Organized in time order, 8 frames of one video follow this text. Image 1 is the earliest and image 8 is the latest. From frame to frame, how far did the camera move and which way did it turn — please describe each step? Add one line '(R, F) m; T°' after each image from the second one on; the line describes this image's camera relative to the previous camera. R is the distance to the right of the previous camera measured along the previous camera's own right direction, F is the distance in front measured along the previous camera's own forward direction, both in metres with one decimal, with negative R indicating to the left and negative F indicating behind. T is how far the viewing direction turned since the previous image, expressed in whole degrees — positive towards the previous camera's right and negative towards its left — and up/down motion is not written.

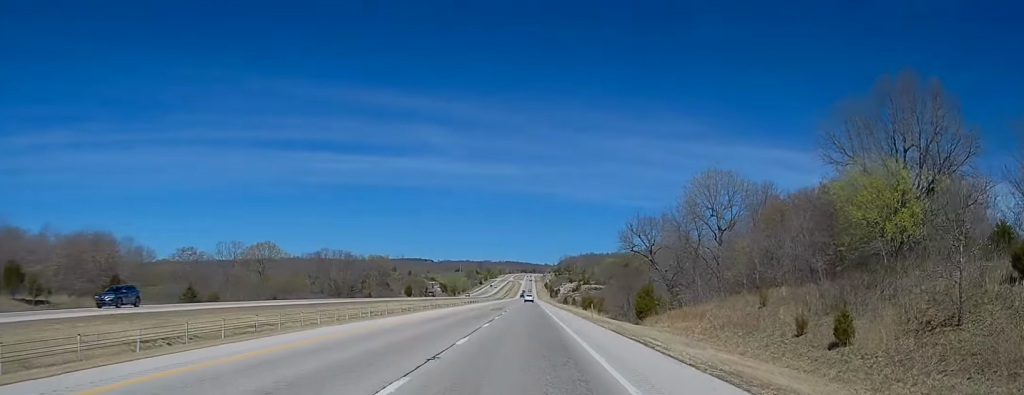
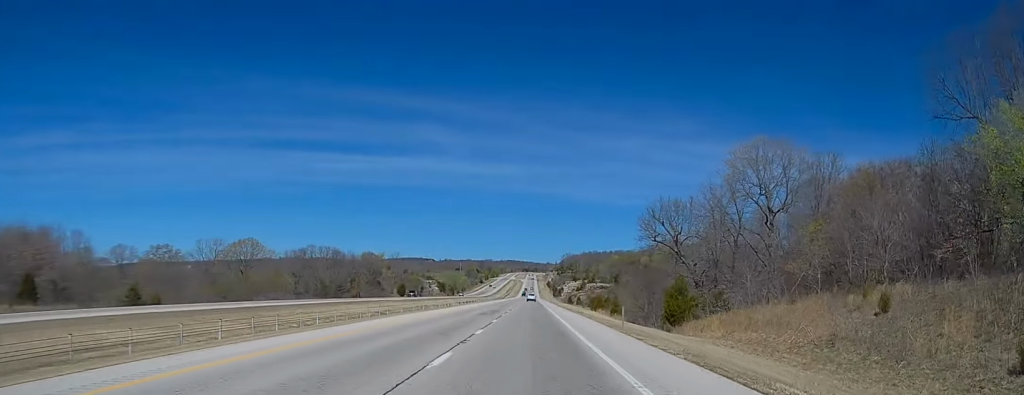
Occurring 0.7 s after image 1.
(-0.1, +18.9) m; -1°
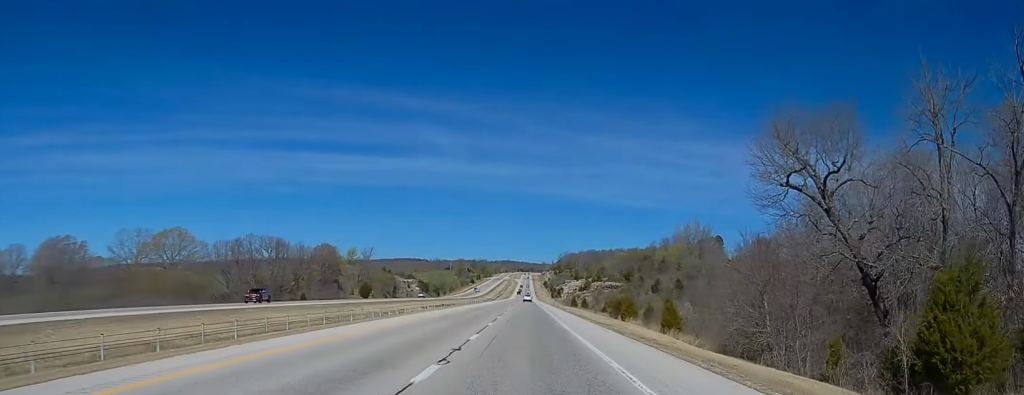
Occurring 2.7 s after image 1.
(-0.9, +51.1) m; -1°
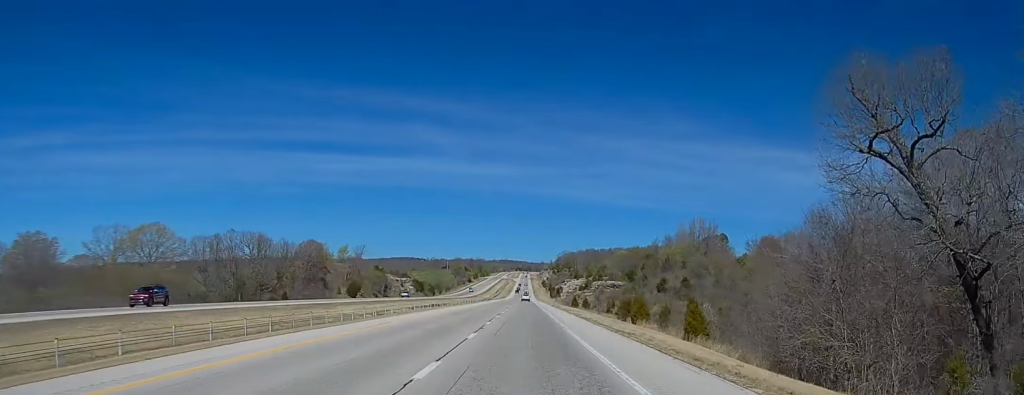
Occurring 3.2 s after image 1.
(0.0, +12.0) m; 0°
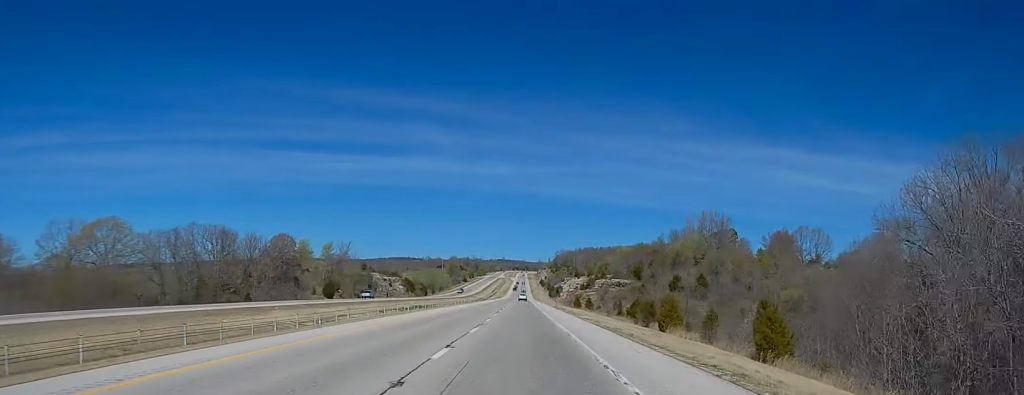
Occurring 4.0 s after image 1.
(0.0, +20.6) m; 0°
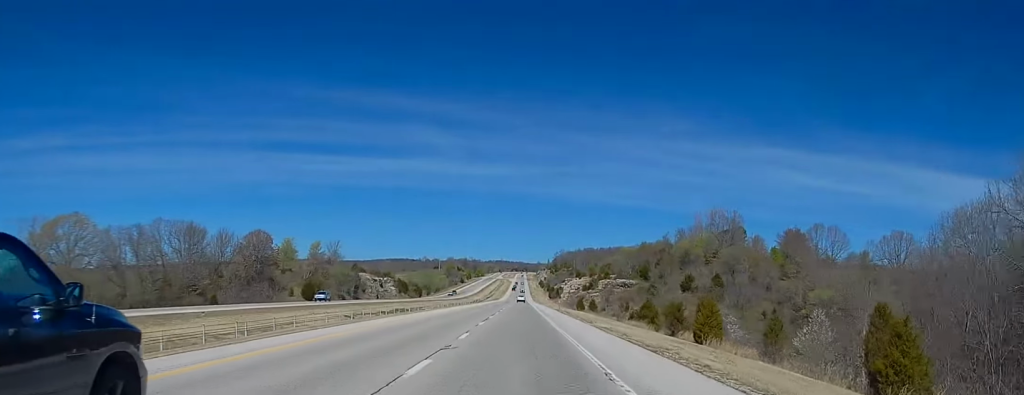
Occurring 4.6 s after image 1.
(0.0, +15.5) m; +1°
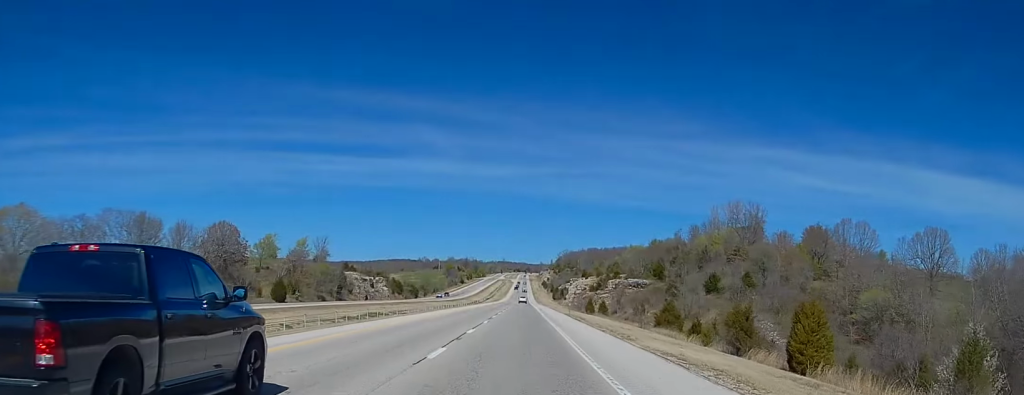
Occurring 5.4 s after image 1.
(0.0, +20.2) m; +1°
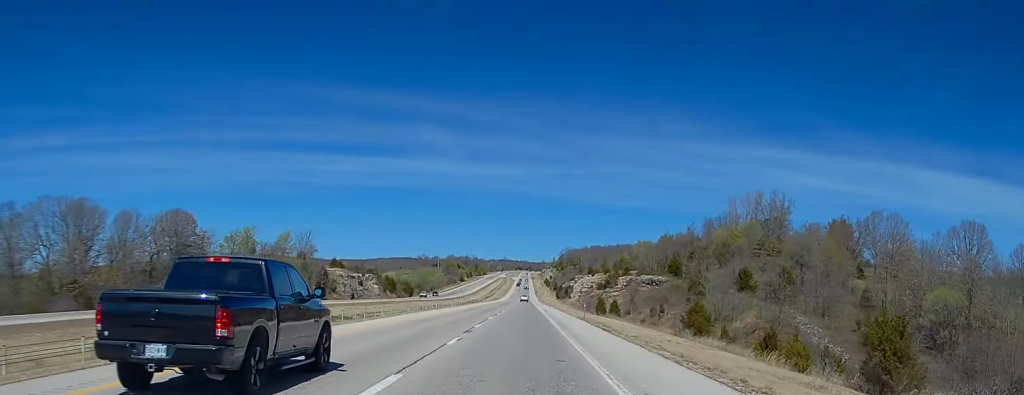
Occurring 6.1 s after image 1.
(+0.5, +19.7) m; 0°
